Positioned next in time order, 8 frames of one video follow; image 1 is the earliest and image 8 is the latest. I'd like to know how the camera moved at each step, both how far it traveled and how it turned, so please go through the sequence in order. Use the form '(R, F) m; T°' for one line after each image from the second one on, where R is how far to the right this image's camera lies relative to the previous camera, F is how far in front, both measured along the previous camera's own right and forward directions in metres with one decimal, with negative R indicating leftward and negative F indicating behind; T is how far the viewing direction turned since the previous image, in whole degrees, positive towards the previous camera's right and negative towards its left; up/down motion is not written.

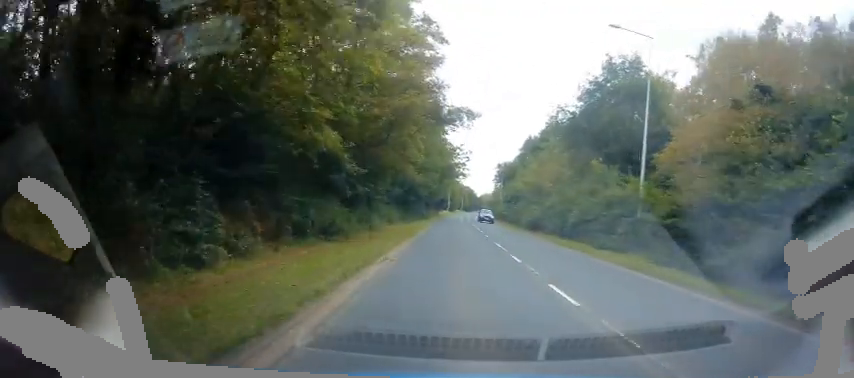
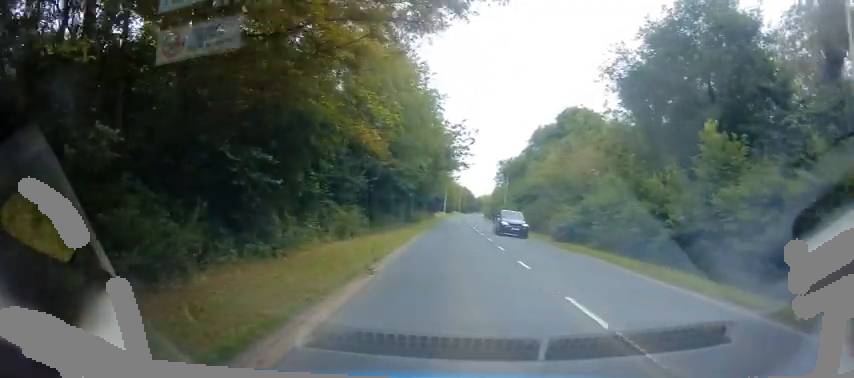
(0.0, +12.7) m; 0°
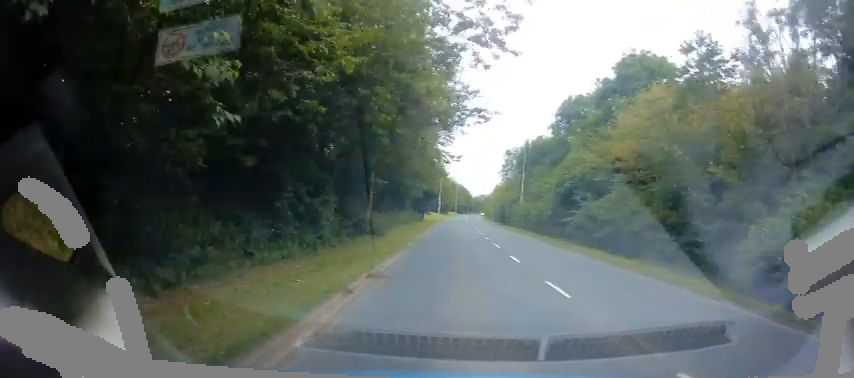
(+0.3, +21.0) m; +2°
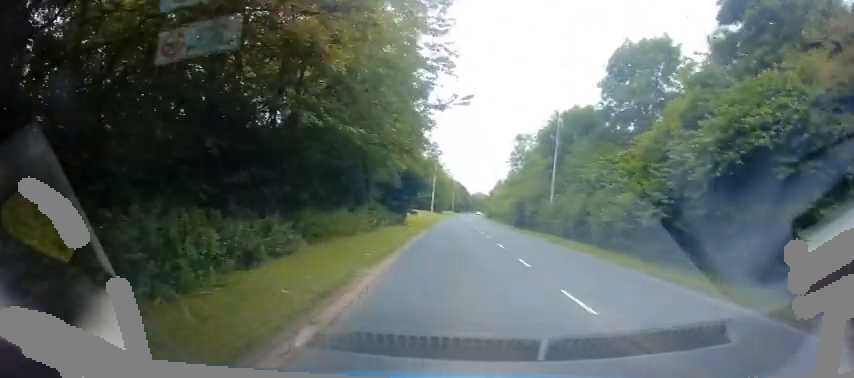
(+0.3, +18.8) m; +1°
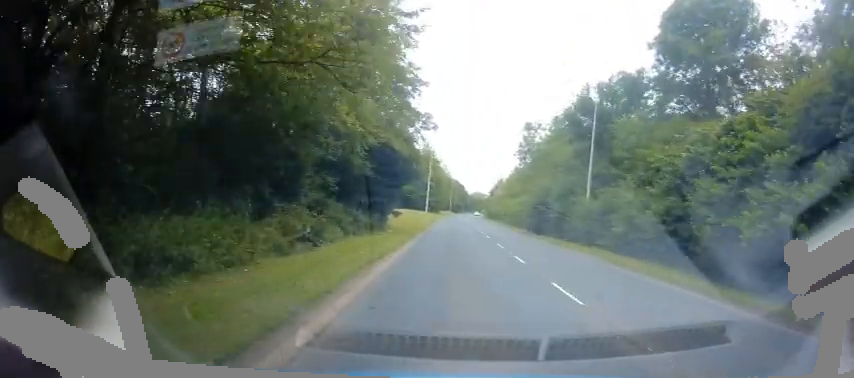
(0.0, +10.6) m; 0°
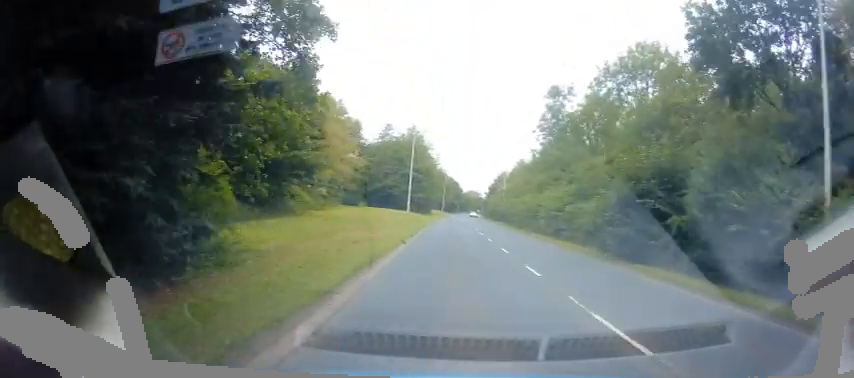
(0.0, +19.7) m; 0°
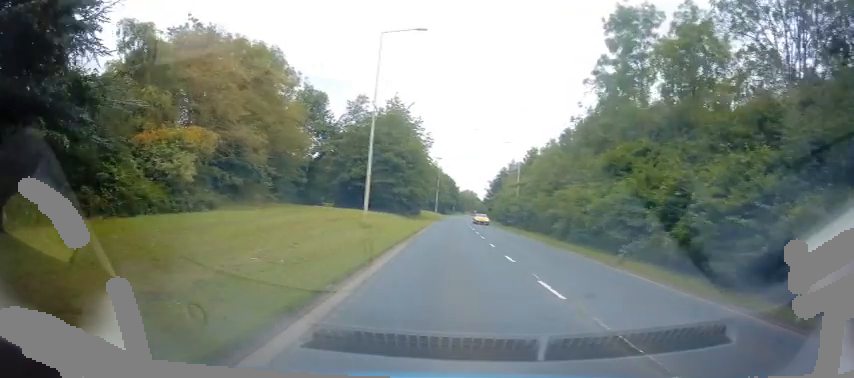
(0.0, +18.9) m; +2°
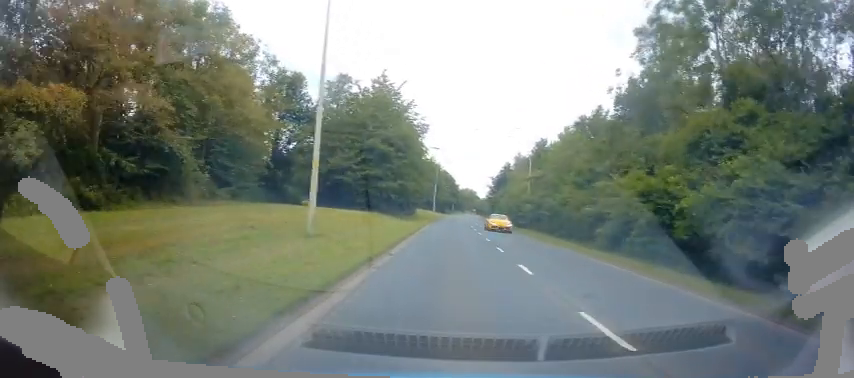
(+0.3, +8.1) m; 0°
